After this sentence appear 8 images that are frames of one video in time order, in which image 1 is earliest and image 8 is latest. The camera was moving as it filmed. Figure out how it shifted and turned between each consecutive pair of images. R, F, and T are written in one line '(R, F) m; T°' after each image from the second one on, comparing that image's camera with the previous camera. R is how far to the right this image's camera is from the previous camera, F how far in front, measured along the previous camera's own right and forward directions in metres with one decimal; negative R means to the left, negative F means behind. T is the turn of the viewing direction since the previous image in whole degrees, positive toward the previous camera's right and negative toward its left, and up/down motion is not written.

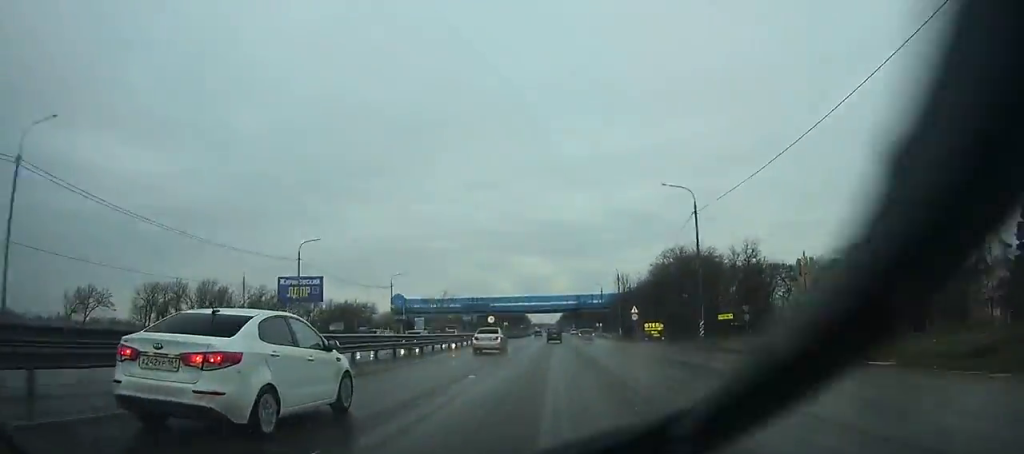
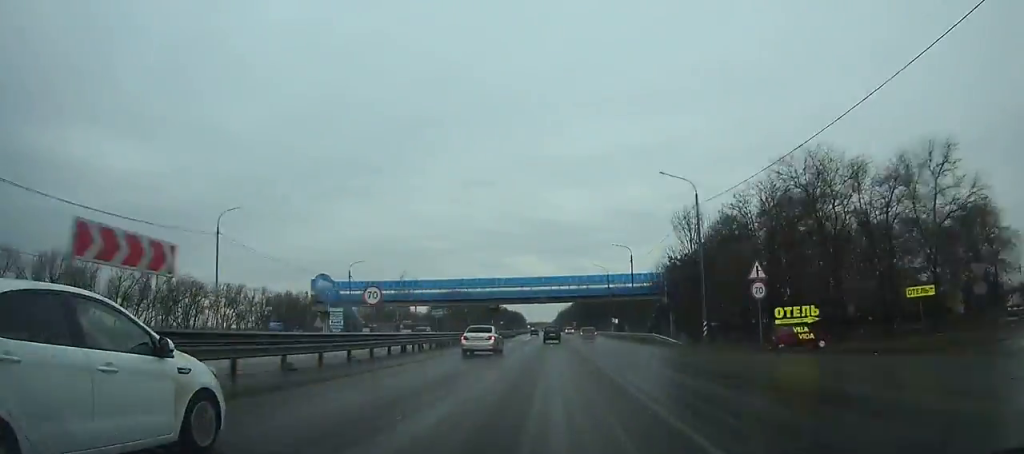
(0.0, +45.5) m; 0°
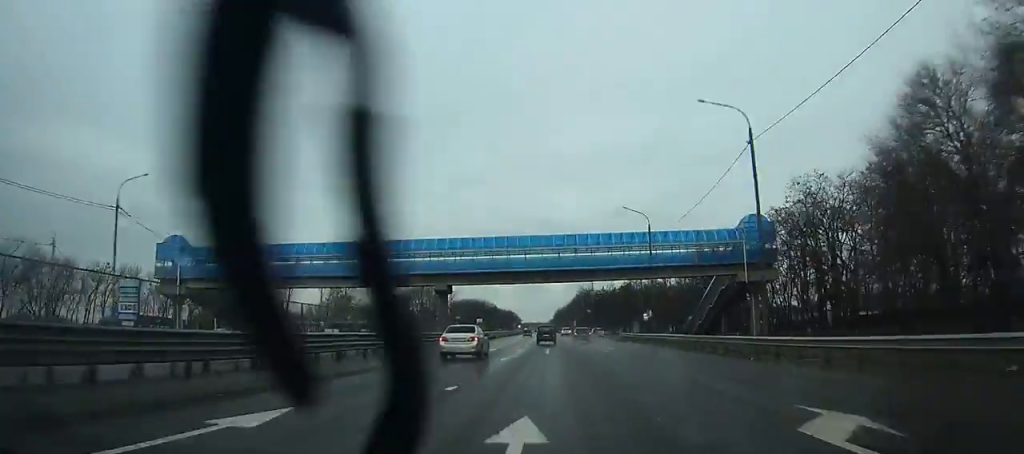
(0.0, +40.4) m; 0°
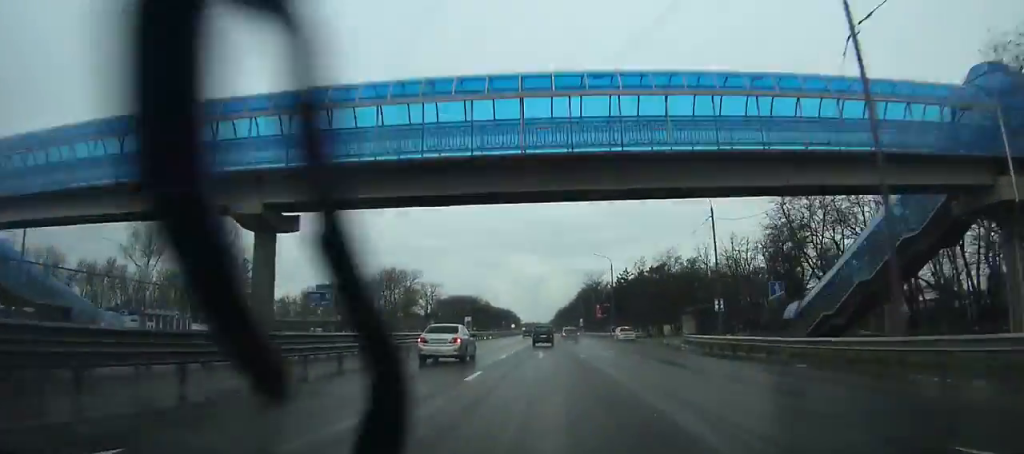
(+0.1, +33.2) m; 0°
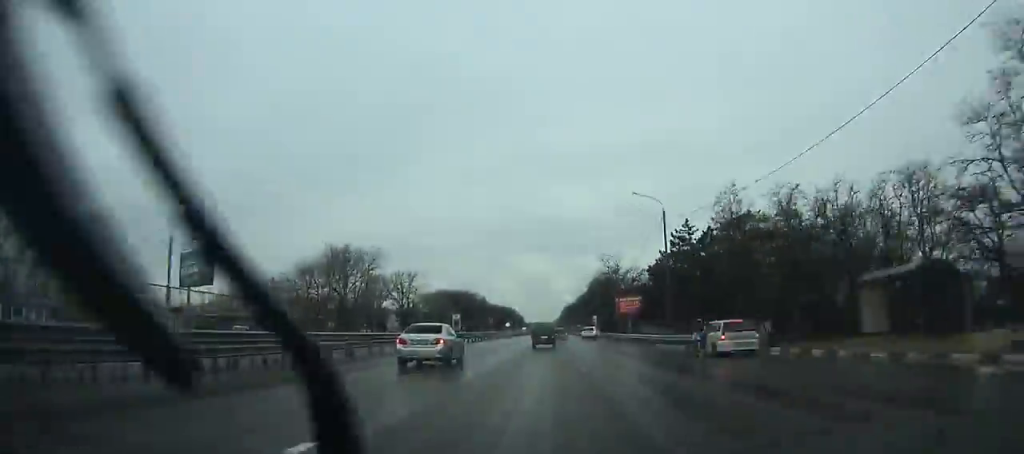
(-0.1, +32.5) m; 0°
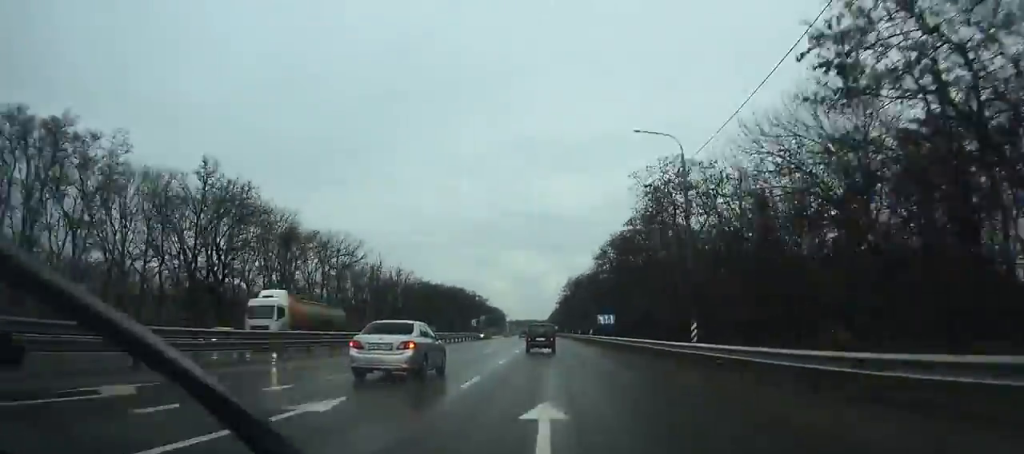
(+0.8, +160.7) m; 0°
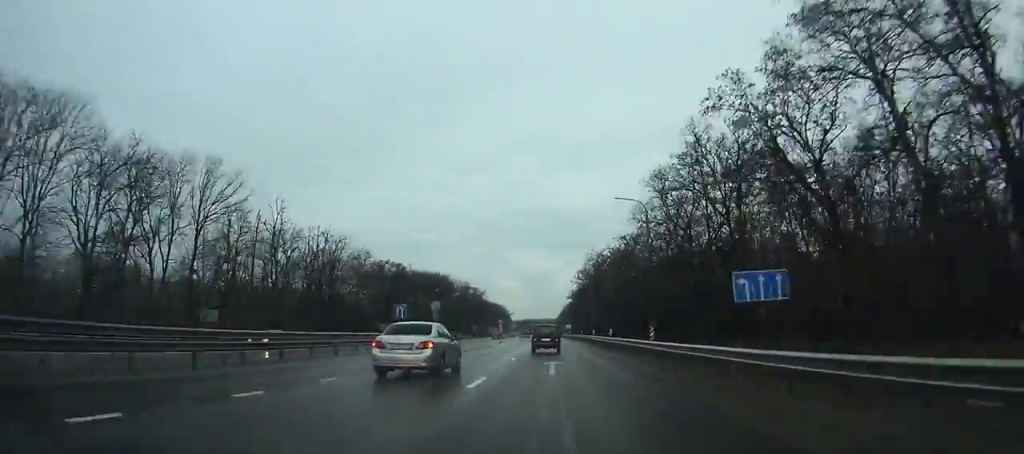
(-0.3, +44.6) m; -1°
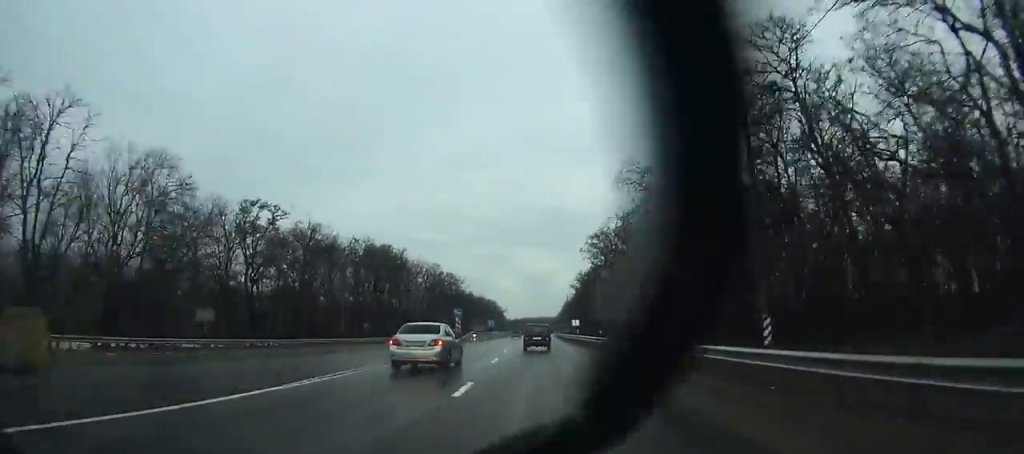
(-0.3, +50.8) m; 0°
